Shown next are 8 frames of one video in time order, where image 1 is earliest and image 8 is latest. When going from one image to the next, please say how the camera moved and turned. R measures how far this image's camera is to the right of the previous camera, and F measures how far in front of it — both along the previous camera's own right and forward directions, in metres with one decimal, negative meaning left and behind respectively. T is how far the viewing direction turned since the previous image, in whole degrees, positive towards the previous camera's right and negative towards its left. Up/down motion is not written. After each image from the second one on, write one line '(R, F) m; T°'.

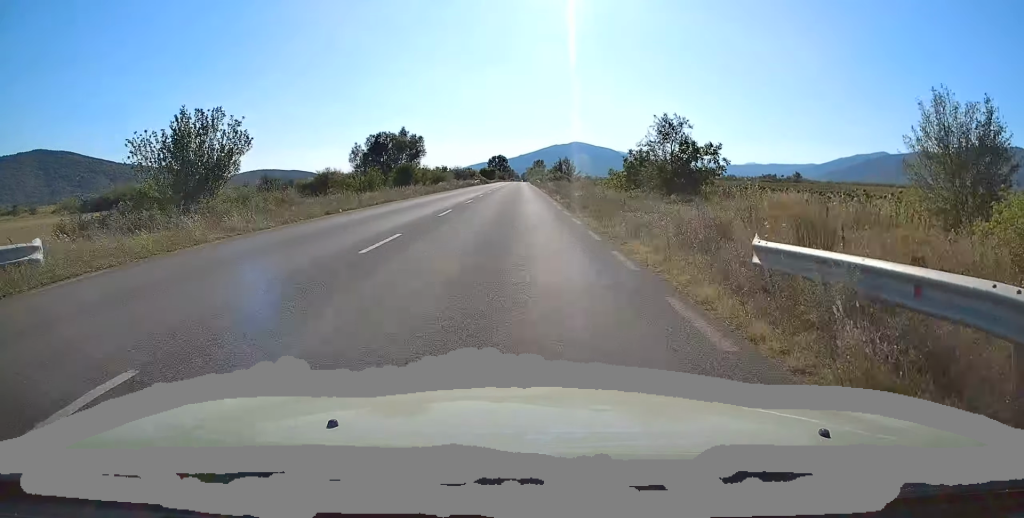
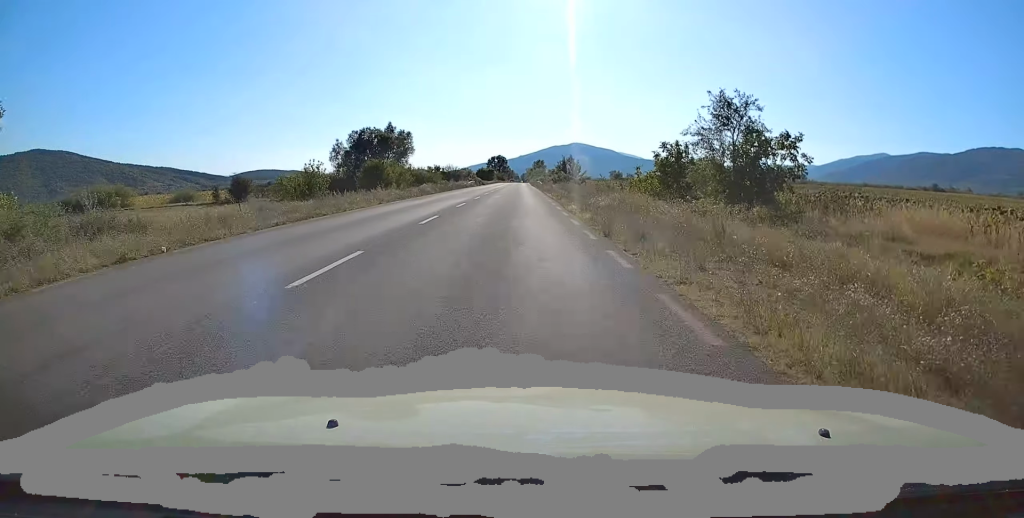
(0.0, +12.0) m; 0°
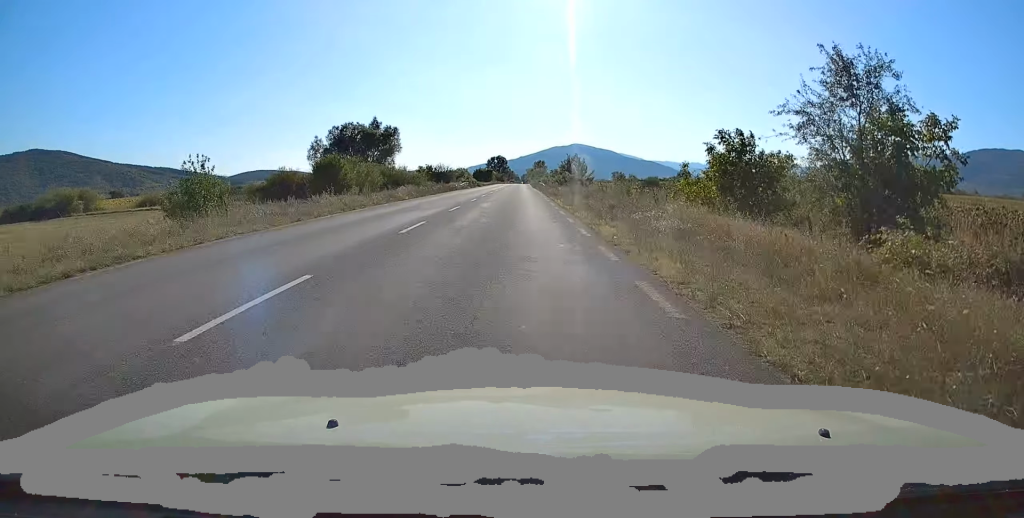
(0.0, +11.2) m; 0°
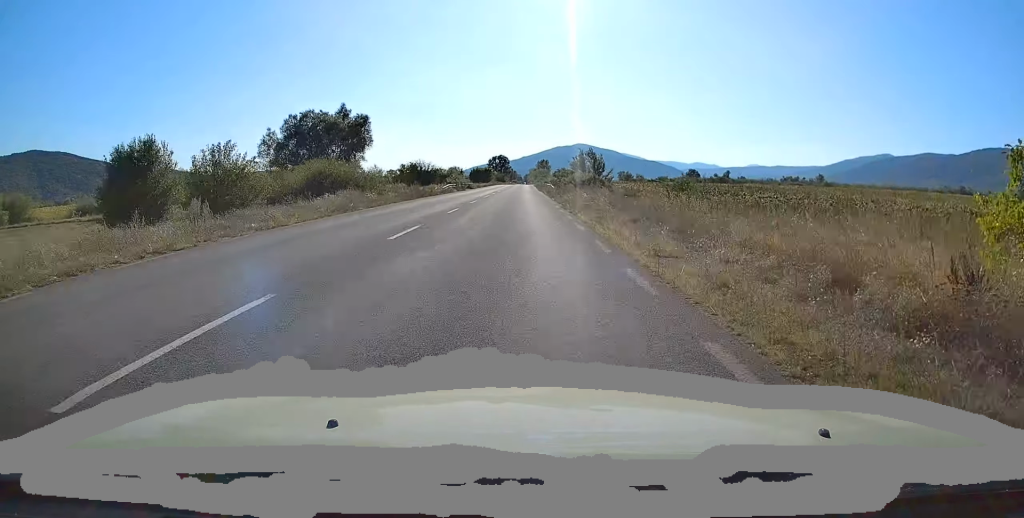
(0.0, +19.2) m; -1°
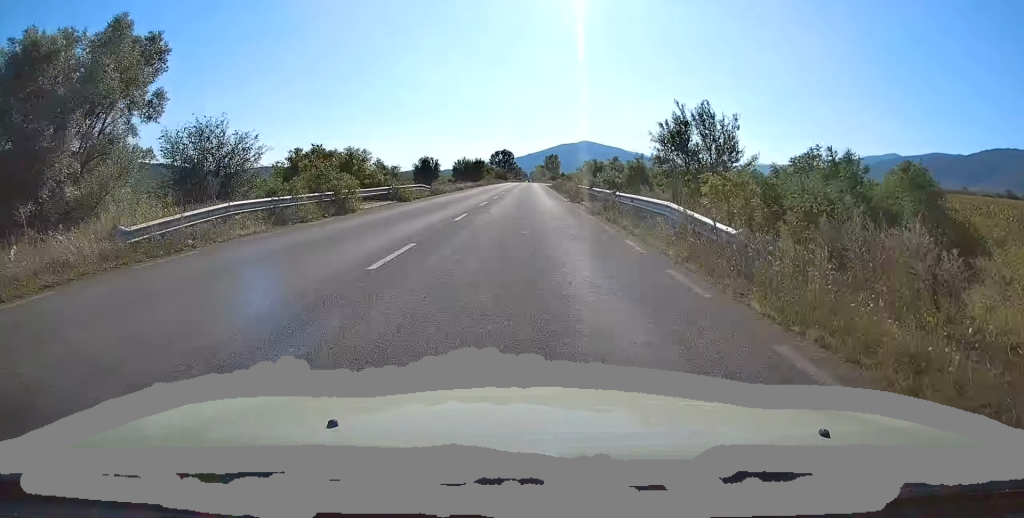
(+0.2, +48.8) m; +1°
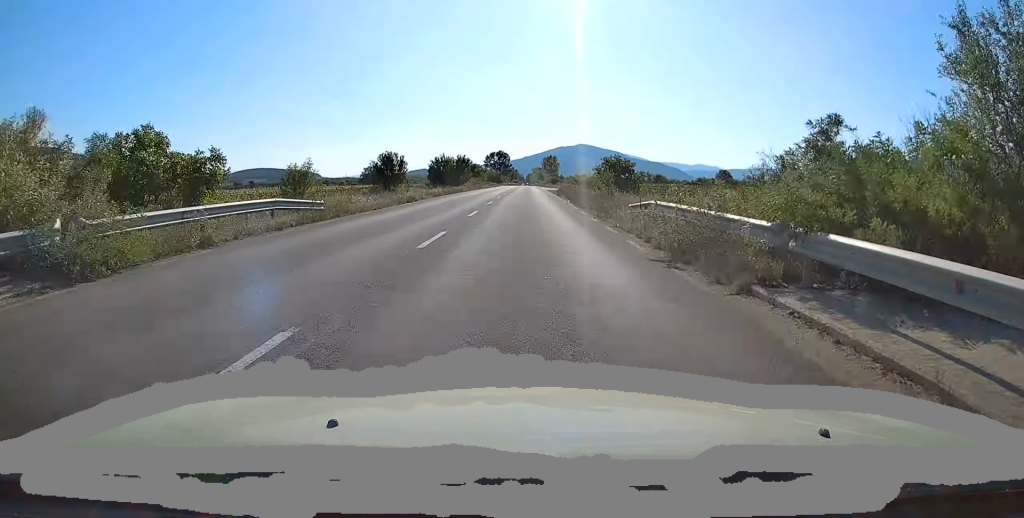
(+0.1, +24.0) m; 0°
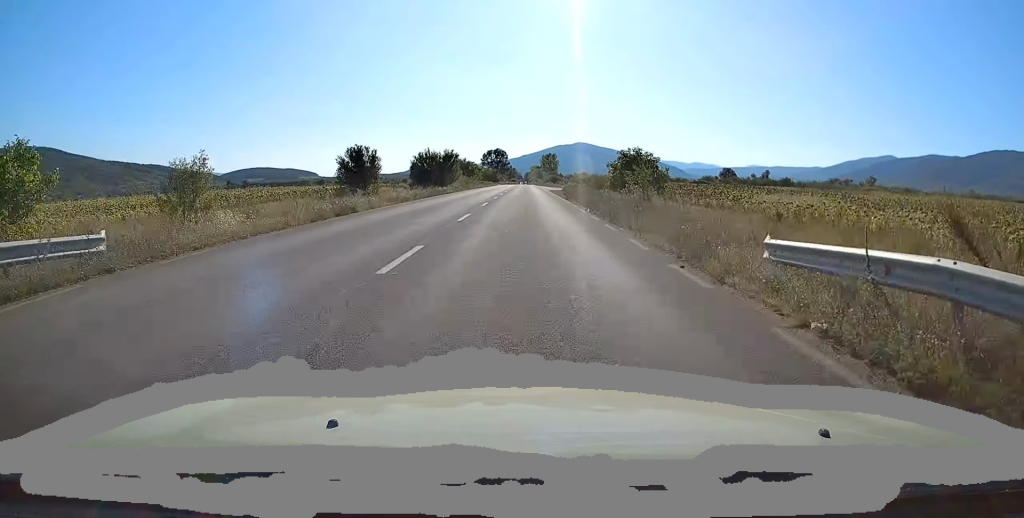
(0.0, +12.0) m; 0°
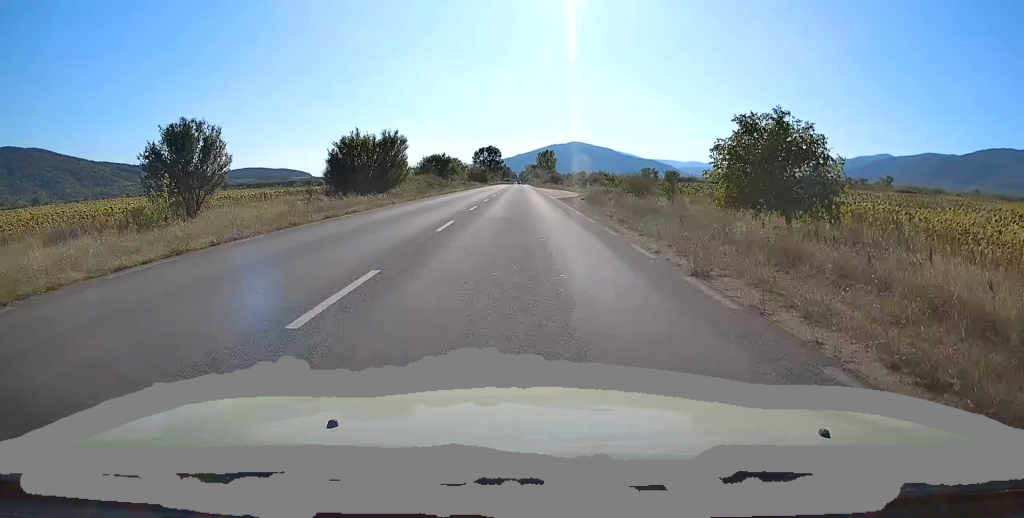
(0.0, +29.6) m; 0°
